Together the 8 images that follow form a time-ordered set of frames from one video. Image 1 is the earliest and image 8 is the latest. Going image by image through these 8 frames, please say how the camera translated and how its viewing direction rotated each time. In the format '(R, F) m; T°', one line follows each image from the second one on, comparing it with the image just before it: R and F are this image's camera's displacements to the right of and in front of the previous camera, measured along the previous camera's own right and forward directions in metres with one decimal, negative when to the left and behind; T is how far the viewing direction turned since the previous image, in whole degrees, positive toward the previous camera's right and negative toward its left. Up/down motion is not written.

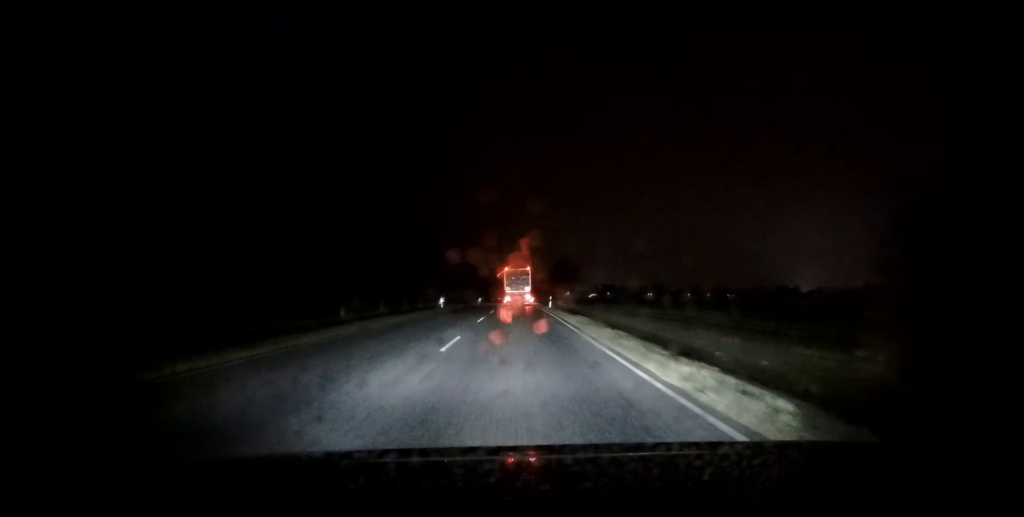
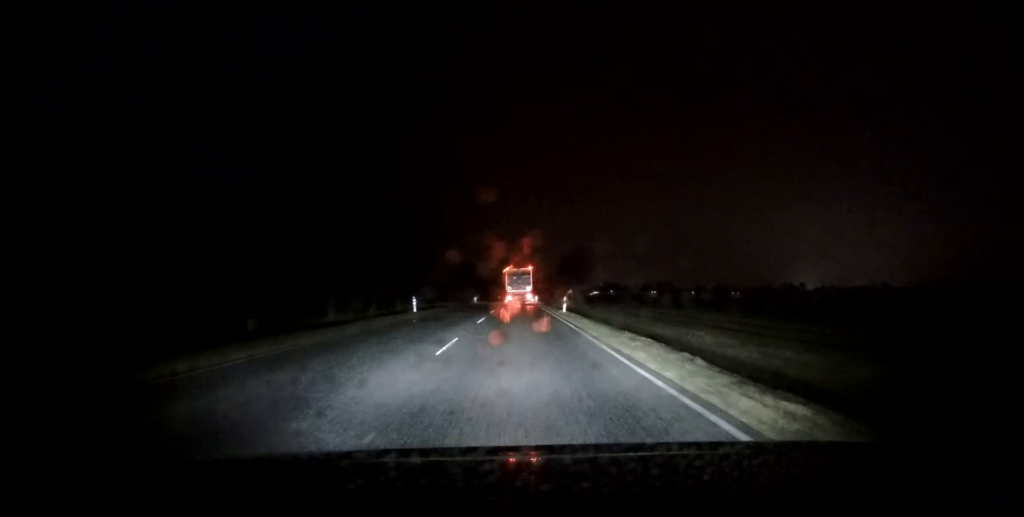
(0.0, +12.9) m; 0°
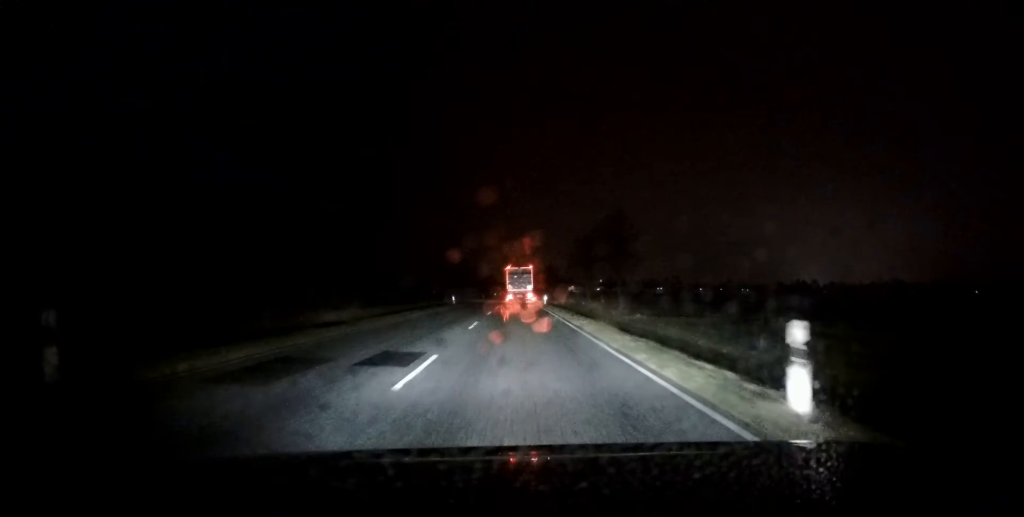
(+0.1, +28.1) m; 0°
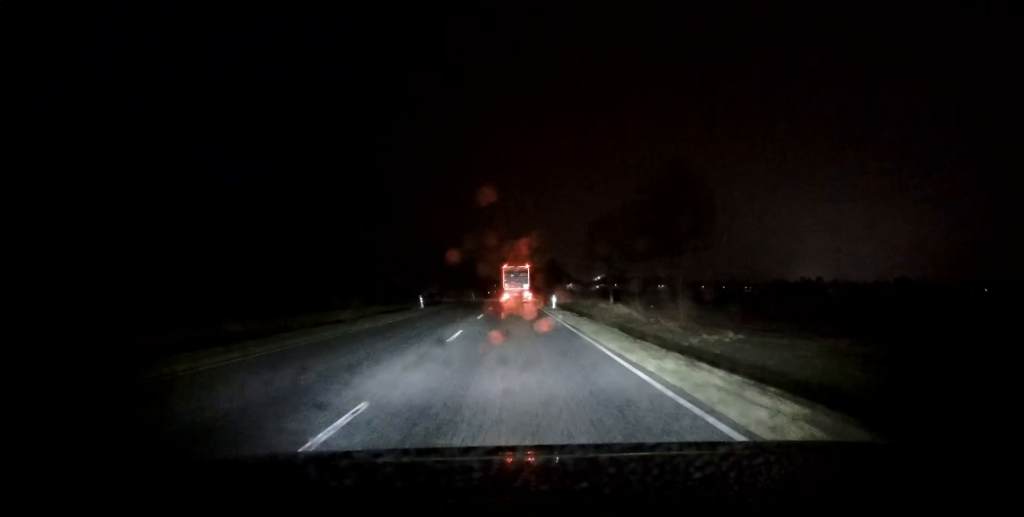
(-0.1, +17.0) m; 0°
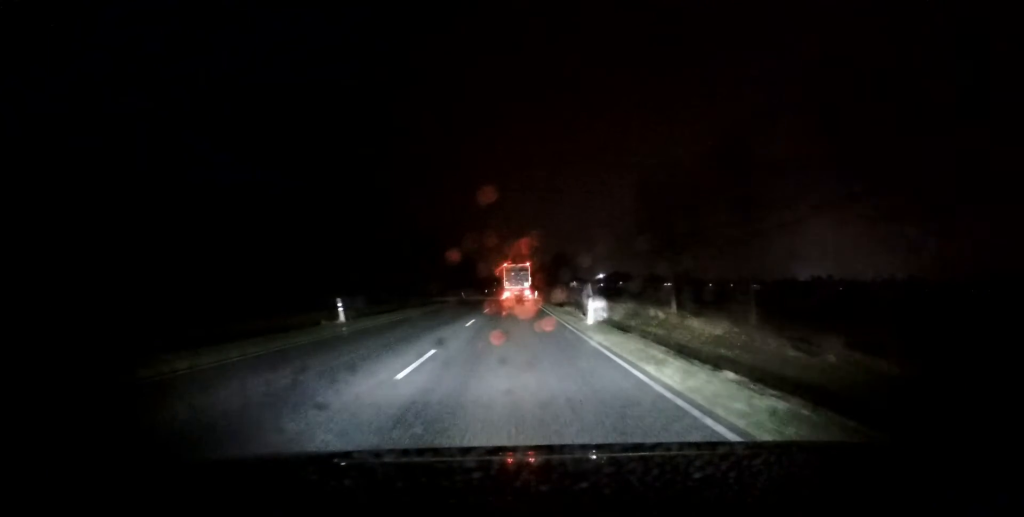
(+0.1, +18.3) m; 0°
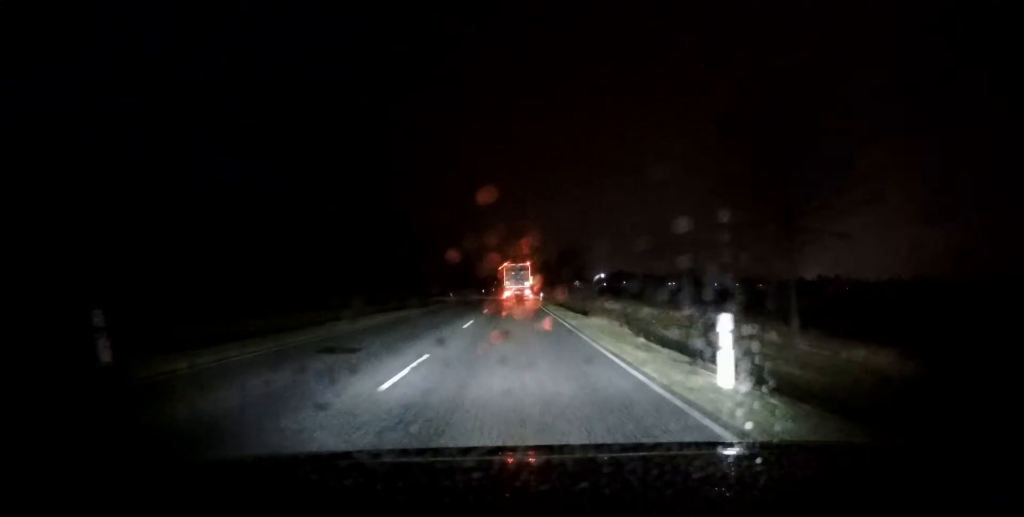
(-0.1, +12.9) m; 0°
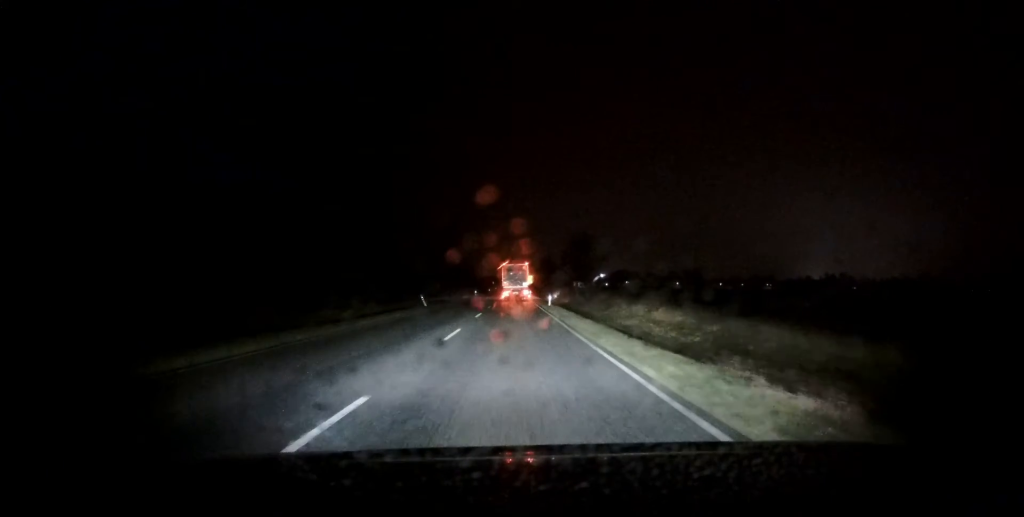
(+0.1, +16.6) m; 0°
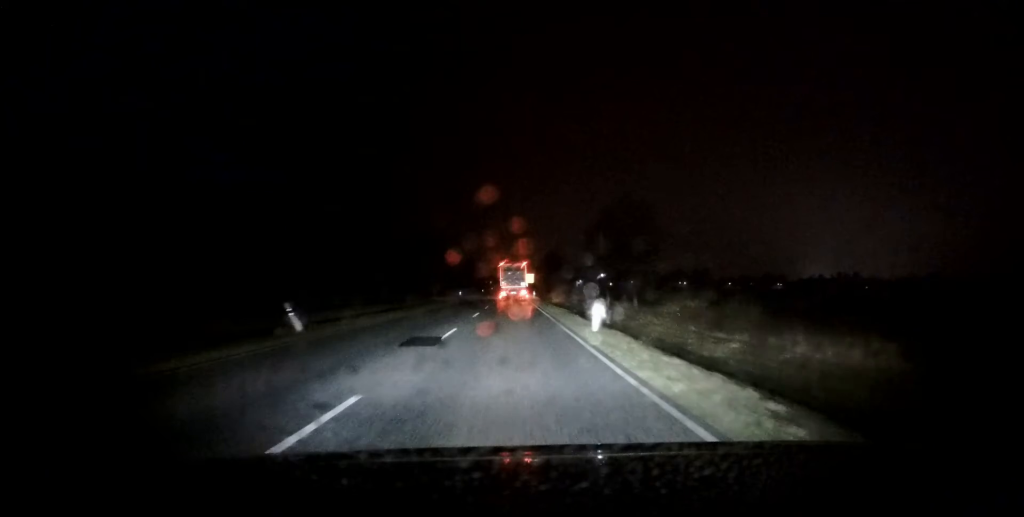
(-0.2, +23.8) m; -1°
